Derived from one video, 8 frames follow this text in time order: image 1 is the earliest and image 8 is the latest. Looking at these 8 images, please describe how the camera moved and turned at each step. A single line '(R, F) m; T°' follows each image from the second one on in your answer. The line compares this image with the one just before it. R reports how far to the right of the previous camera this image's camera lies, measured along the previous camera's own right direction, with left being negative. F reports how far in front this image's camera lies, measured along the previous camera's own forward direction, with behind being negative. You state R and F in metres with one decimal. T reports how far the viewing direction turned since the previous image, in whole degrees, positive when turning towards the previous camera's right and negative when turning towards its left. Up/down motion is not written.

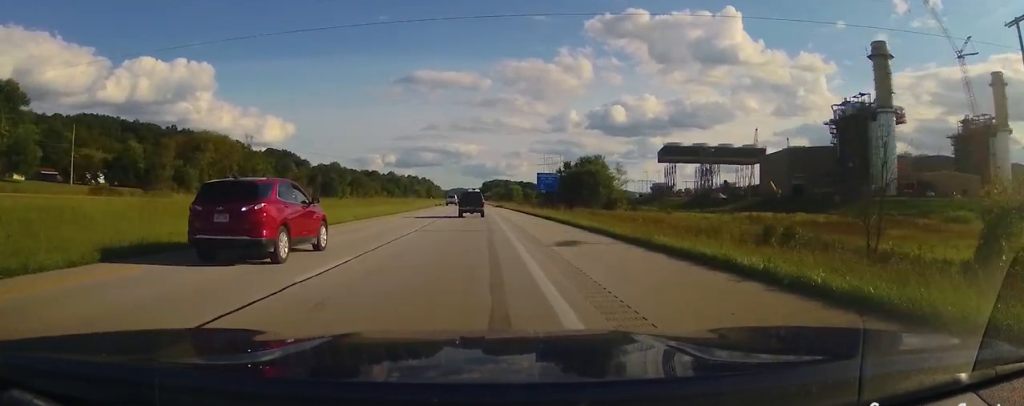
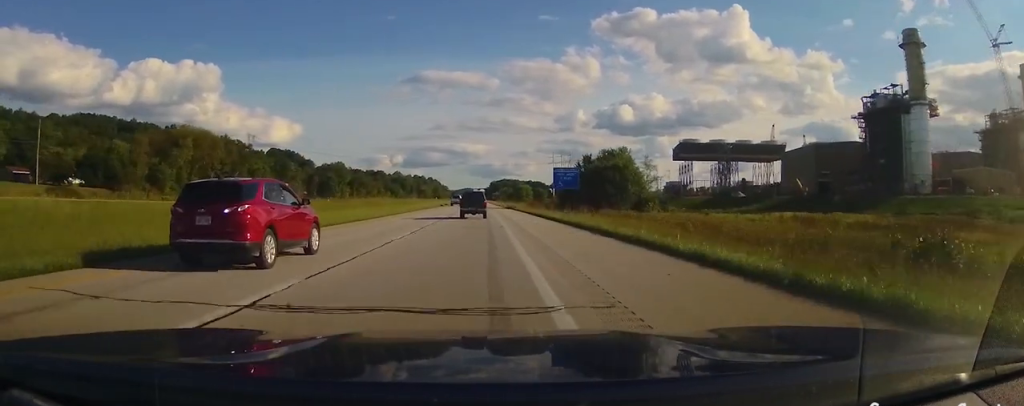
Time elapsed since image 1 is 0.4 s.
(0.0, +15.5) m; 0°
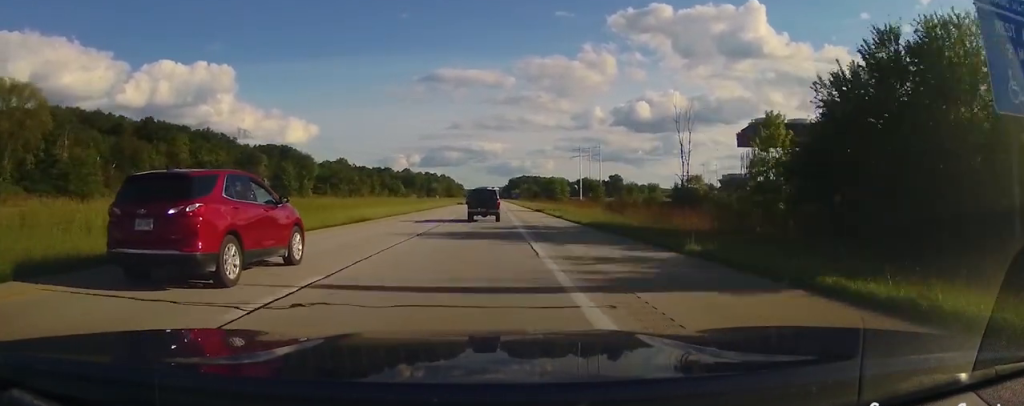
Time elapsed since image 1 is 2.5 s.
(-0.1, +72.6) m; -1°
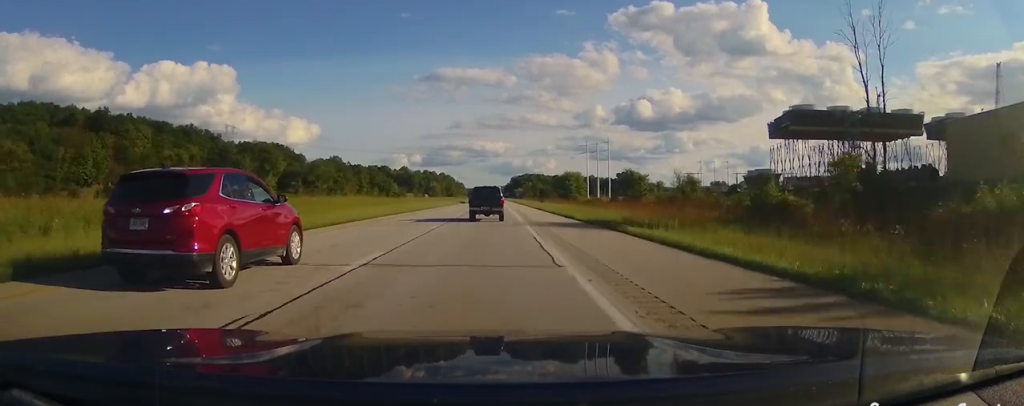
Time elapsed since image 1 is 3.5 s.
(-0.2, +33.0) m; 0°
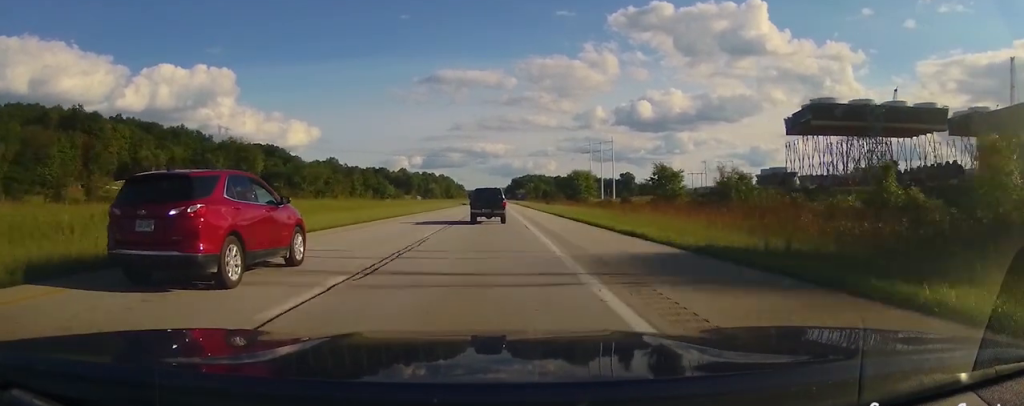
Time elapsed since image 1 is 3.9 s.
(0.0, +15.6) m; 0°
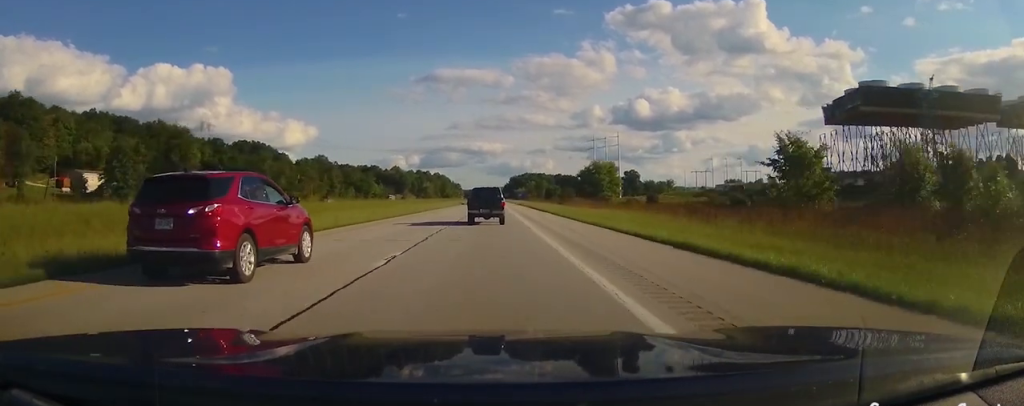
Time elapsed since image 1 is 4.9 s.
(0.0, +32.1) m; 0°
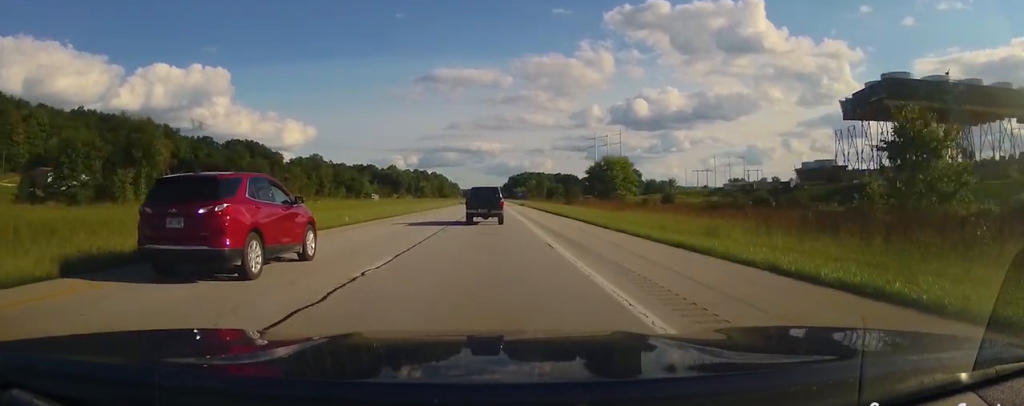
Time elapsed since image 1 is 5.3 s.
(0.0, +13.2) m; 0°
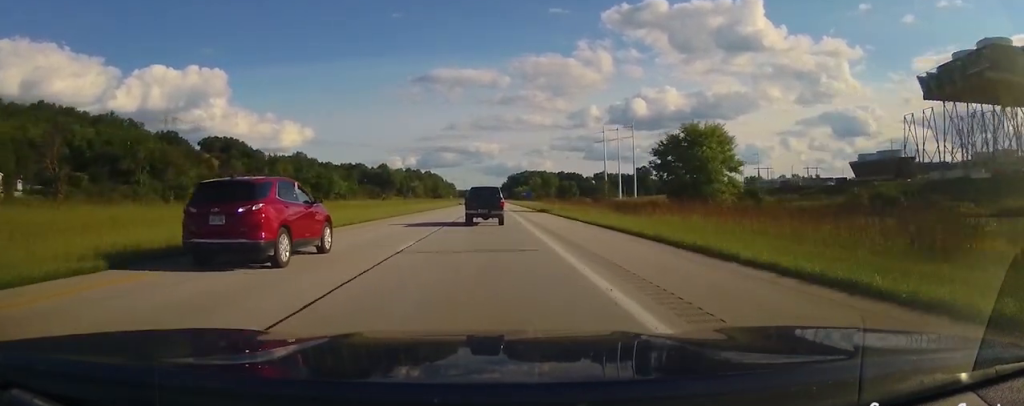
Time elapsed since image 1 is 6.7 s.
(0.0, +44.6) m; 0°
